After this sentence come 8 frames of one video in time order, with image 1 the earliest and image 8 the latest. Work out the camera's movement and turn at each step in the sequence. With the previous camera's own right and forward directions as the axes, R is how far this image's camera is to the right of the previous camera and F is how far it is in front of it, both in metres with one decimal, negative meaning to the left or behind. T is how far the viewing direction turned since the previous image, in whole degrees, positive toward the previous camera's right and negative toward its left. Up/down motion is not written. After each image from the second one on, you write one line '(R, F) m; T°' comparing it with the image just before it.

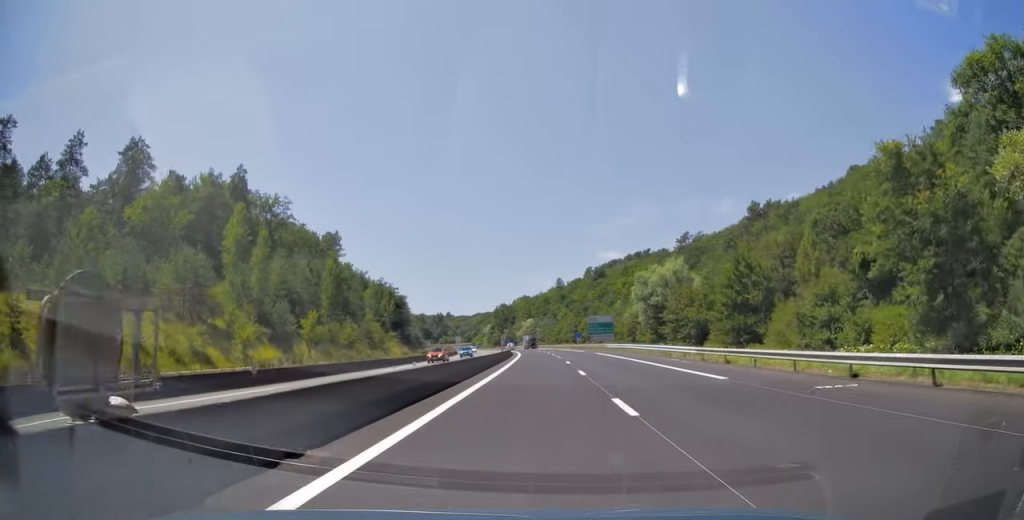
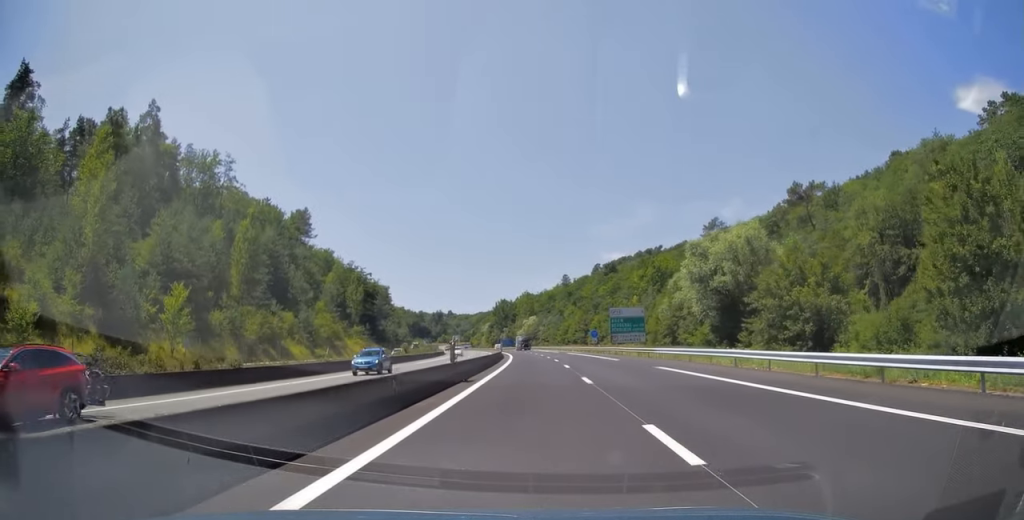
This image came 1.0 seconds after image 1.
(0.0, +29.7) m; 0°
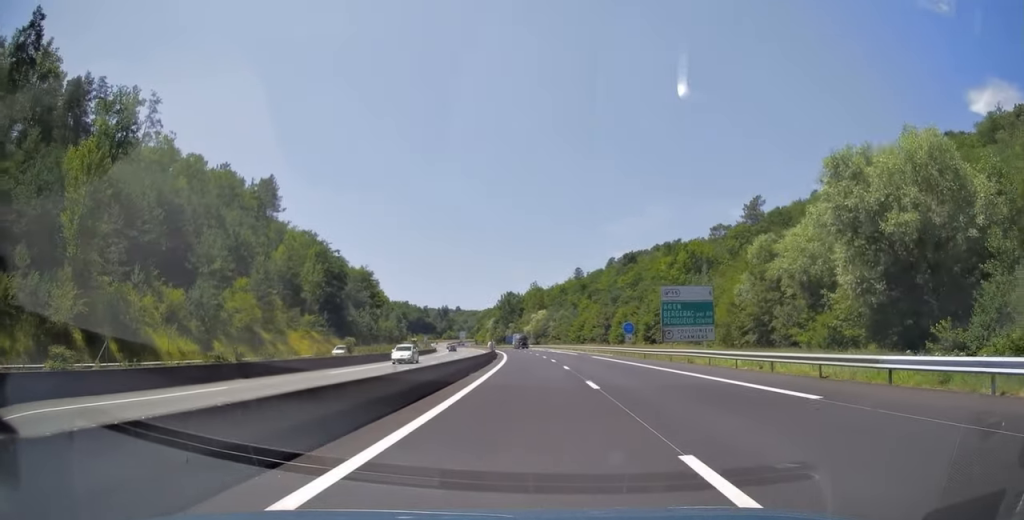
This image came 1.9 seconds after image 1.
(-0.1, +28.1) m; -1°
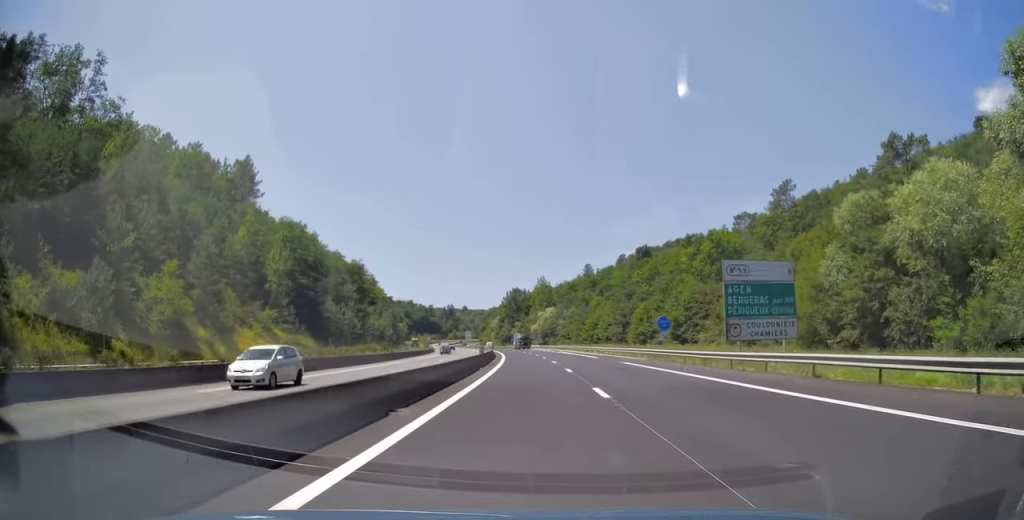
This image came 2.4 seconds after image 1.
(-0.1, +15.4) m; -1°
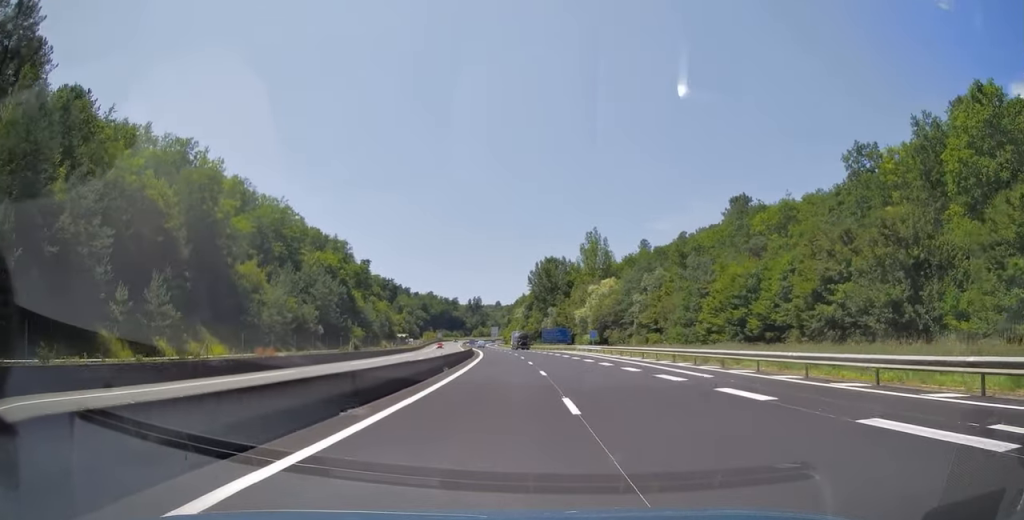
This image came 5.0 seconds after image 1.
(-2.1, +79.9) m; -3°
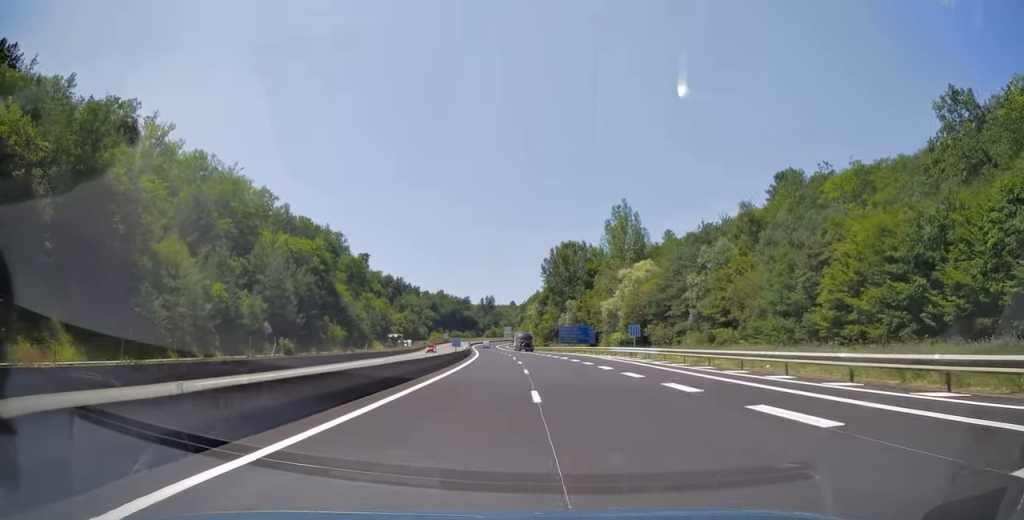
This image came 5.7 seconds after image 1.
(-0.2, +23.0) m; -1°
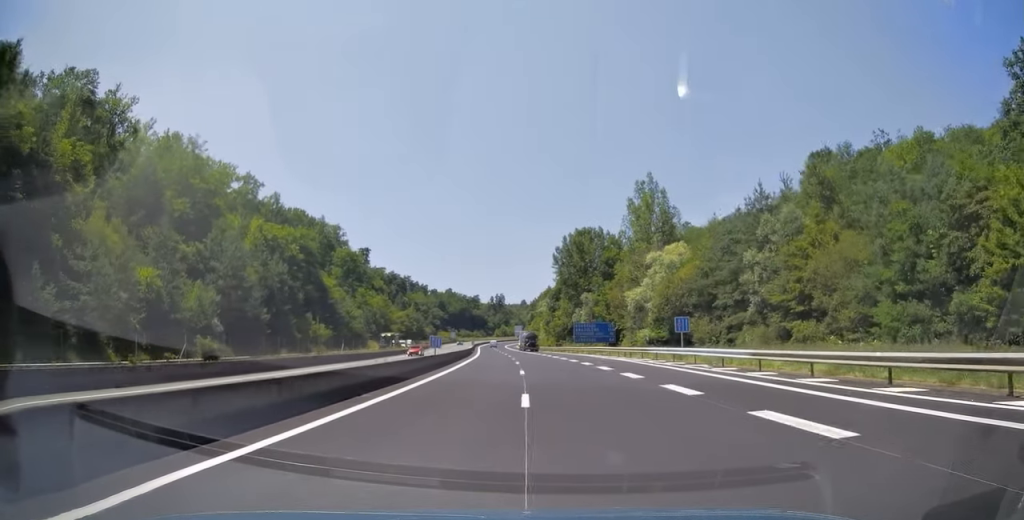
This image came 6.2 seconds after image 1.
(-0.2, +13.8) m; -1°
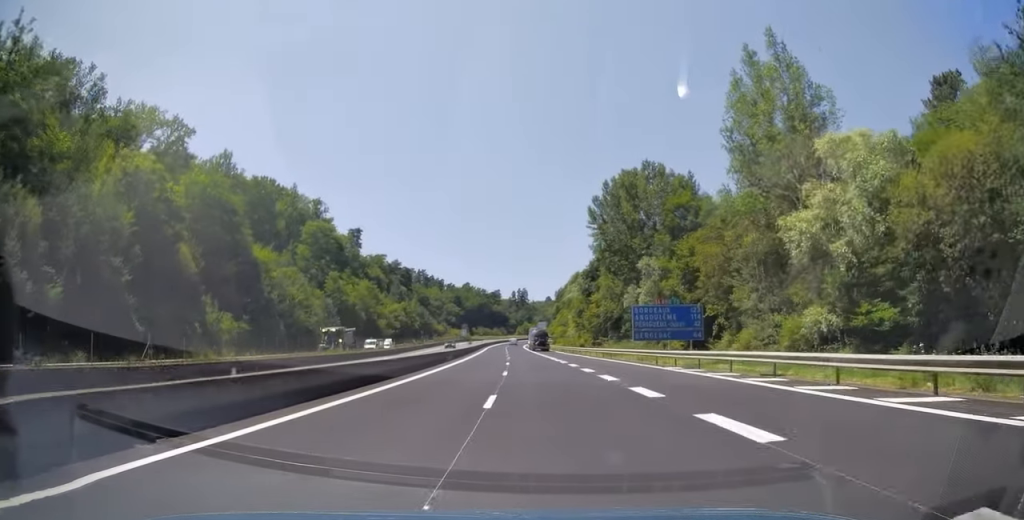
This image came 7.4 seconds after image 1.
(-0.8, +38.4) m; -2°
